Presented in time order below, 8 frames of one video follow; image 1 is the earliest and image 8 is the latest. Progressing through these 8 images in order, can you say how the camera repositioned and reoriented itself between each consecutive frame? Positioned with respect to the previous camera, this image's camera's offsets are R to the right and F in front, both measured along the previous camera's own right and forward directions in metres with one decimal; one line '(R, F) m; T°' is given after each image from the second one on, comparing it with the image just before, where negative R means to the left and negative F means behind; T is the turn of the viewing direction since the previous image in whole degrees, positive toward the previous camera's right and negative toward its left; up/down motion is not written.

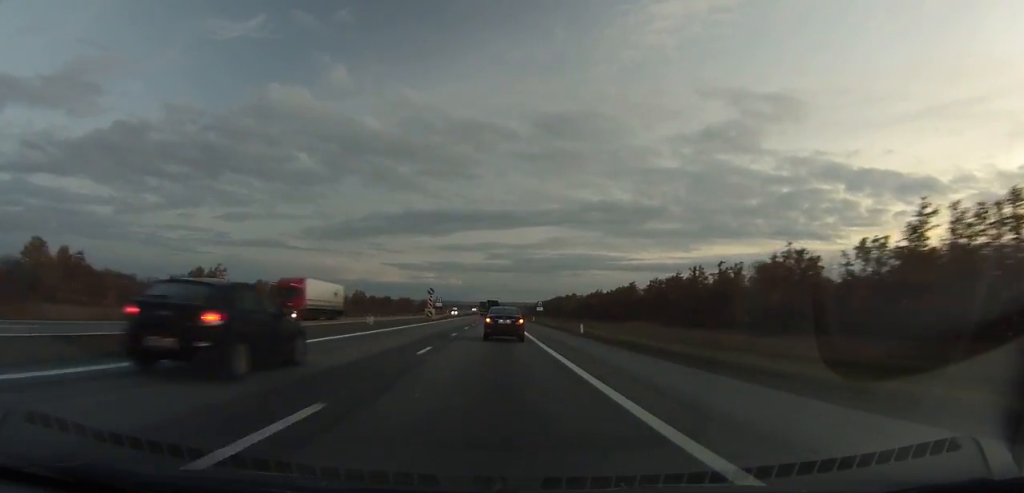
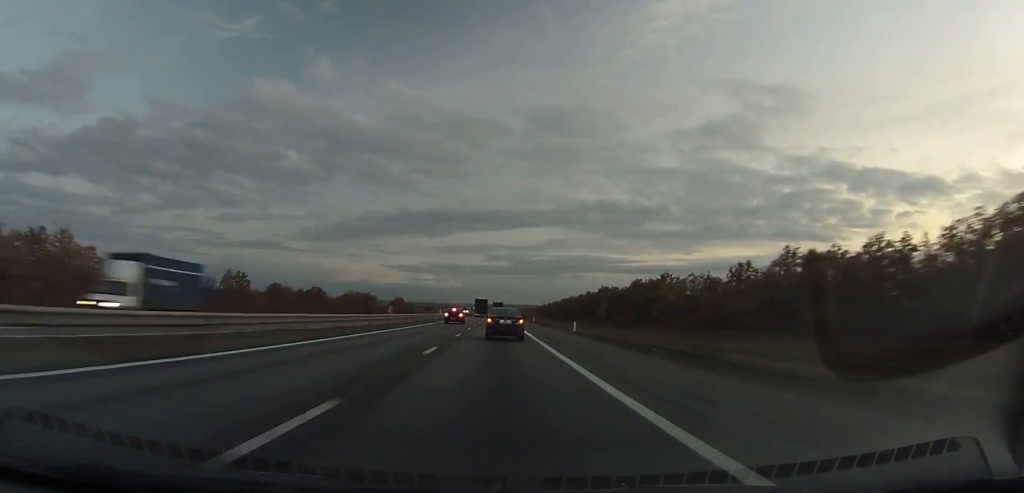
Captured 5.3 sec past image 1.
(0.0, +139.6) m; 0°
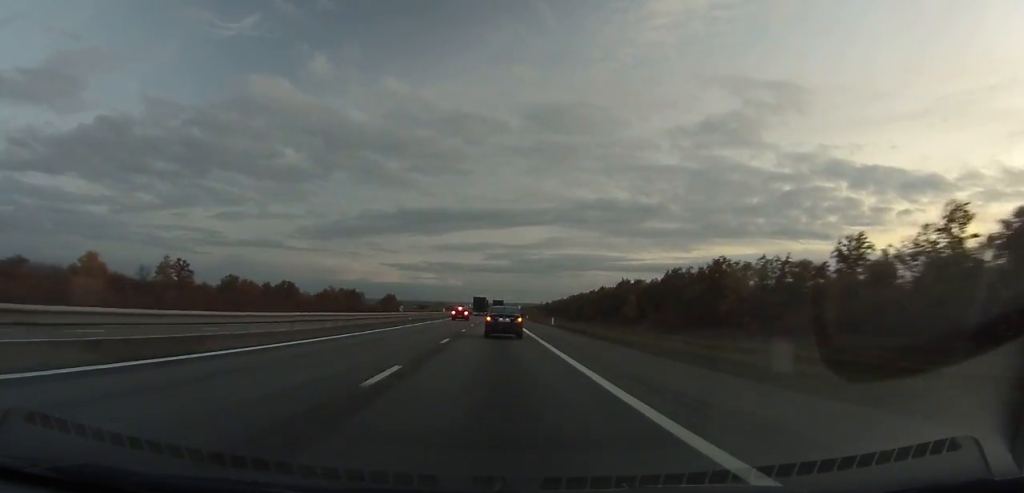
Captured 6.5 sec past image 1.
(0.0, +32.1) m; 0°
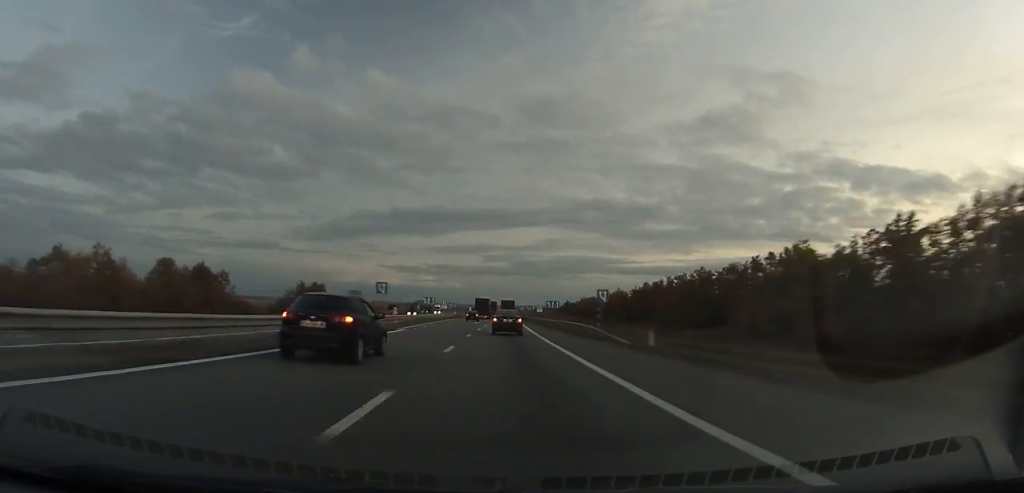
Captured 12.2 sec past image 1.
(-0.2, +149.5) m; 0°
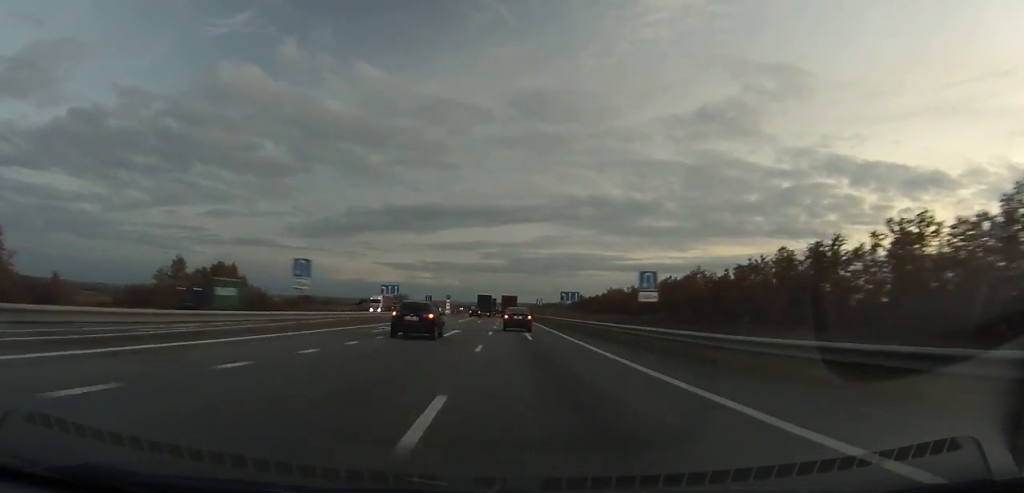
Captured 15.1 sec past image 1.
(0.0, +73.6) m; 0°
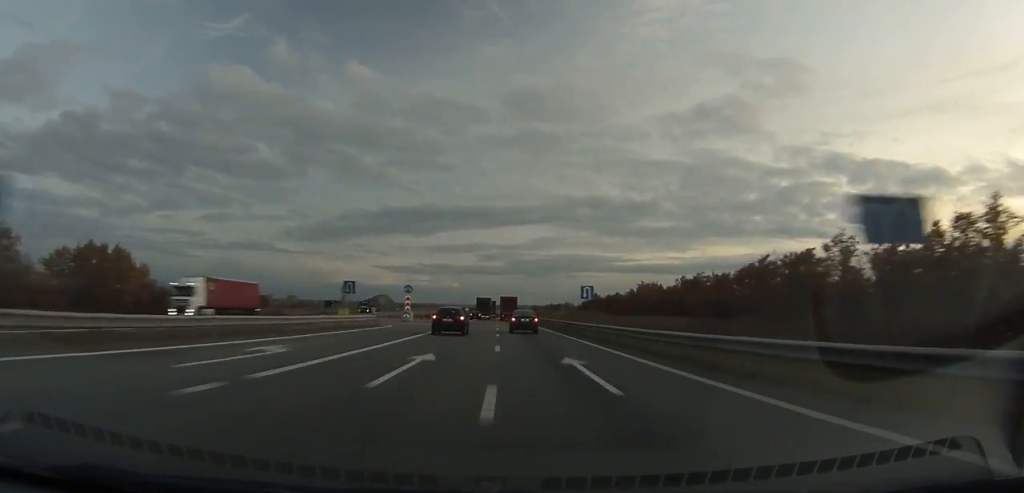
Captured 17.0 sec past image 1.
(+0.1, +47.4) m; 0°
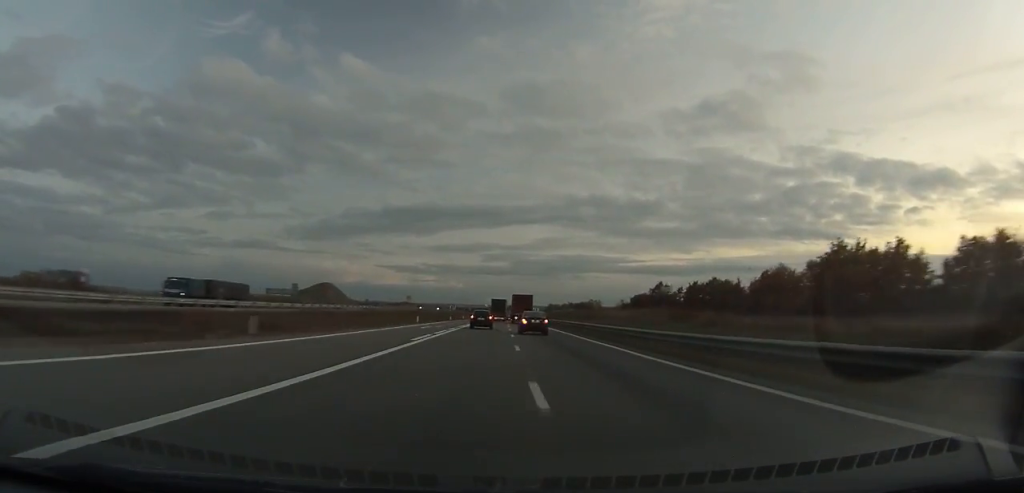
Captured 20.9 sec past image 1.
(+0.1, +95.9) m; 0°
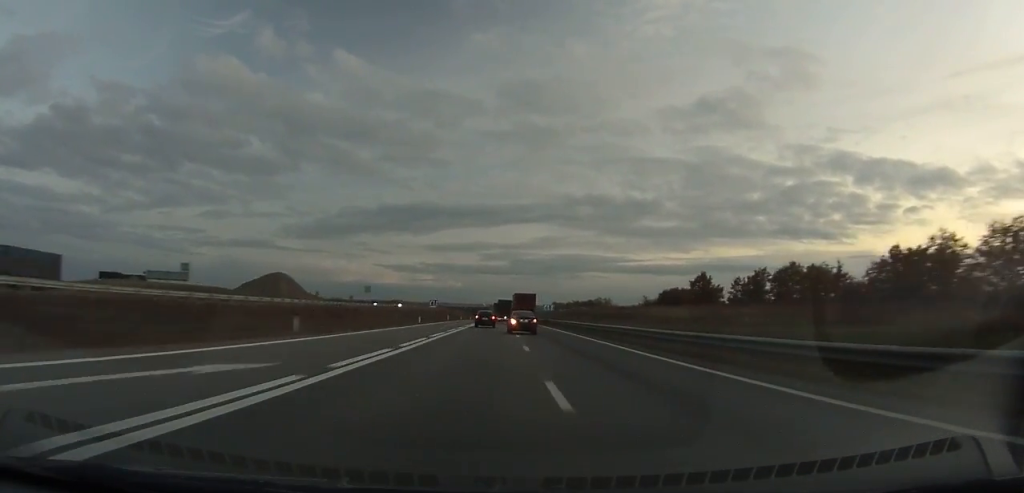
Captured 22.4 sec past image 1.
(0.0, +36.5) m; 0°
